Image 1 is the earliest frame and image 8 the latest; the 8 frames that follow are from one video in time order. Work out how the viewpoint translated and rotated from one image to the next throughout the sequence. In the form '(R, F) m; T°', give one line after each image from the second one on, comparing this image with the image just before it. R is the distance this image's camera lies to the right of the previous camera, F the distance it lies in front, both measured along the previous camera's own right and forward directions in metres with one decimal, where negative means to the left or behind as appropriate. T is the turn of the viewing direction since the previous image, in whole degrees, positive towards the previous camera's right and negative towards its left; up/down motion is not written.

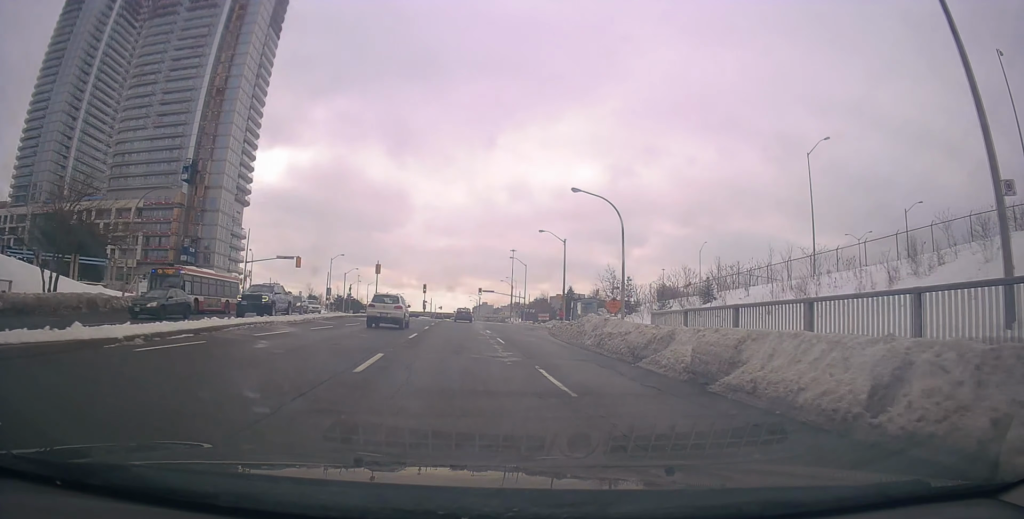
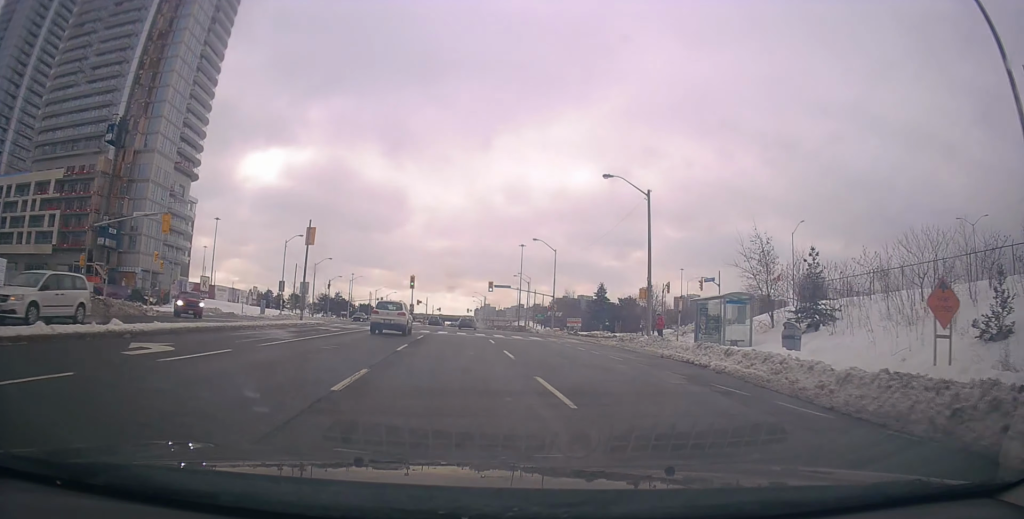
(-0.1, +32.4) m; +1°
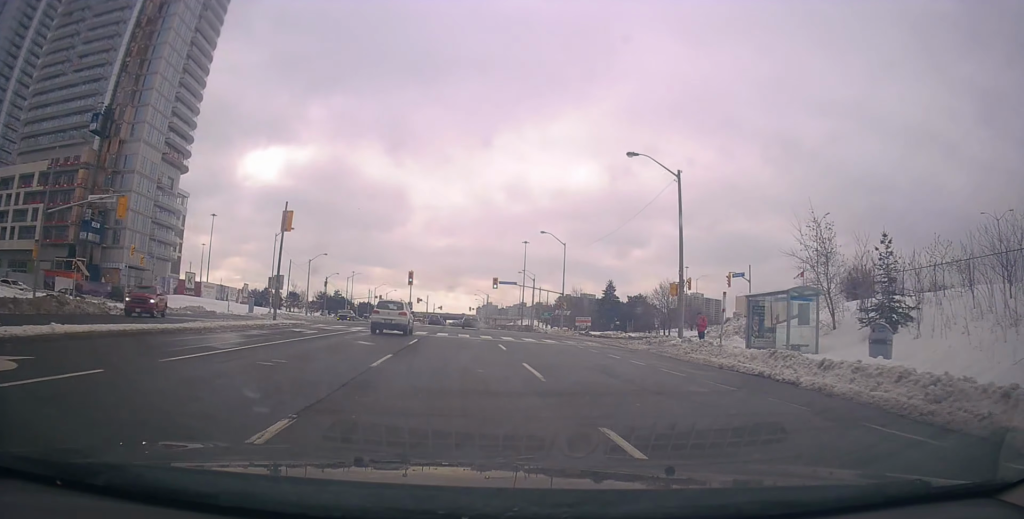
(+0.3, +4.6) m; 0°
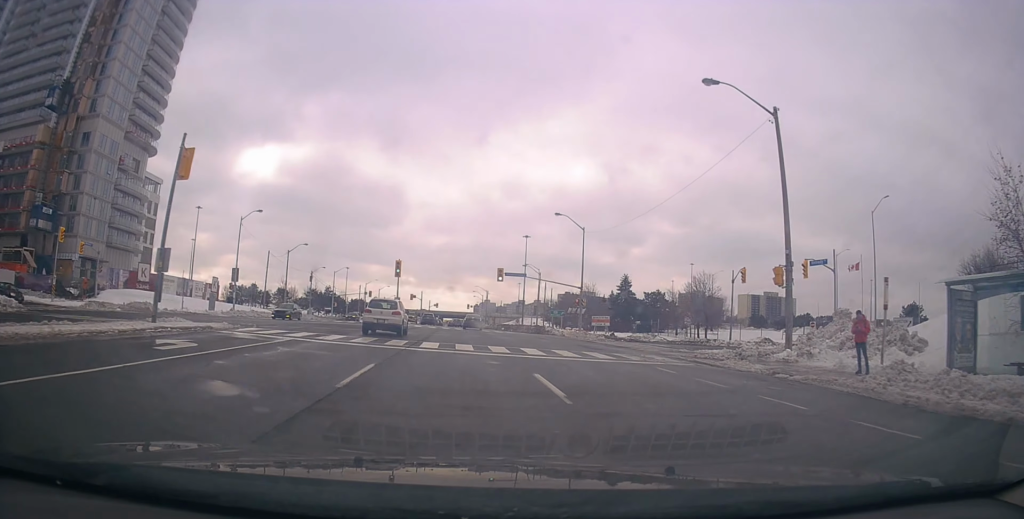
(-0.5, +10.5) m; -2°
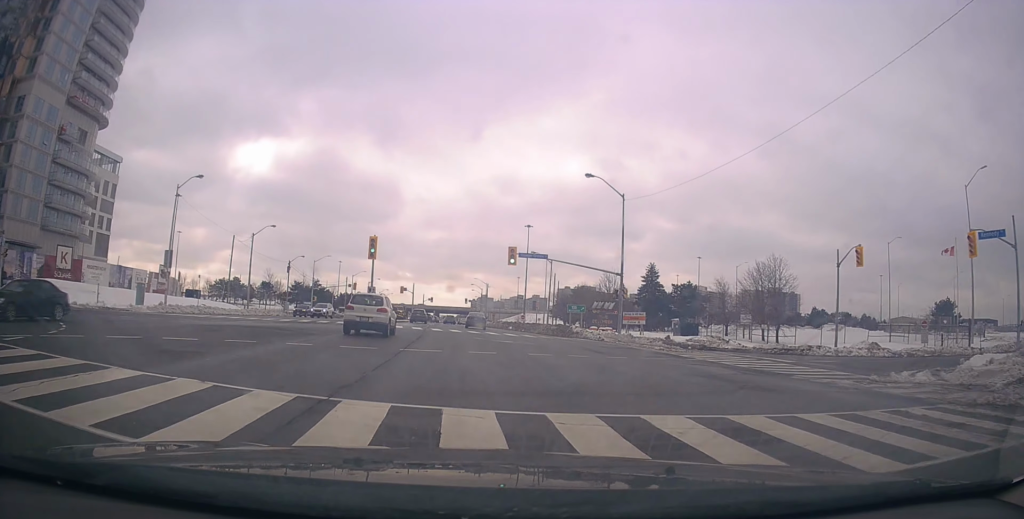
(+0.2, +13.9) m; +2°
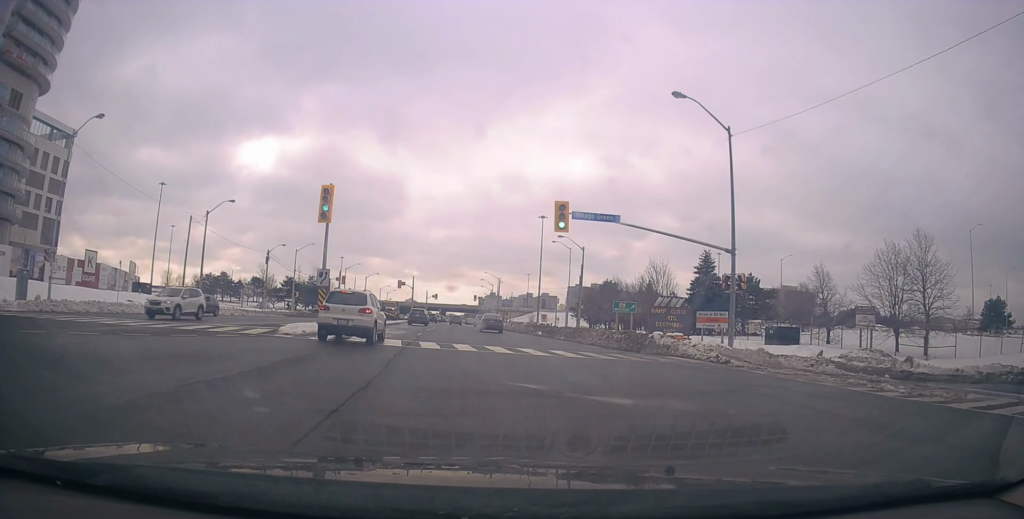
(+0.1, +16.8) m; 0°
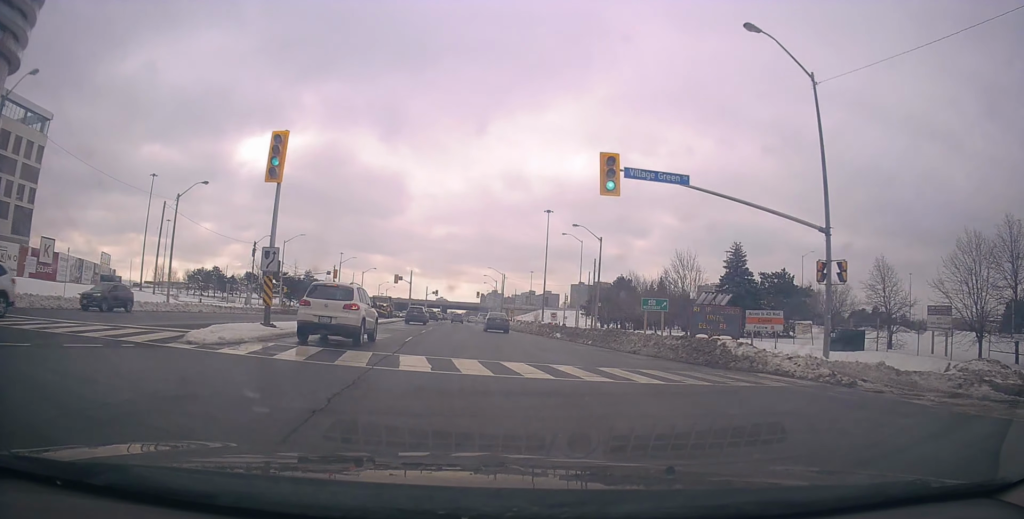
(-0.1, +7.5) m; 0°
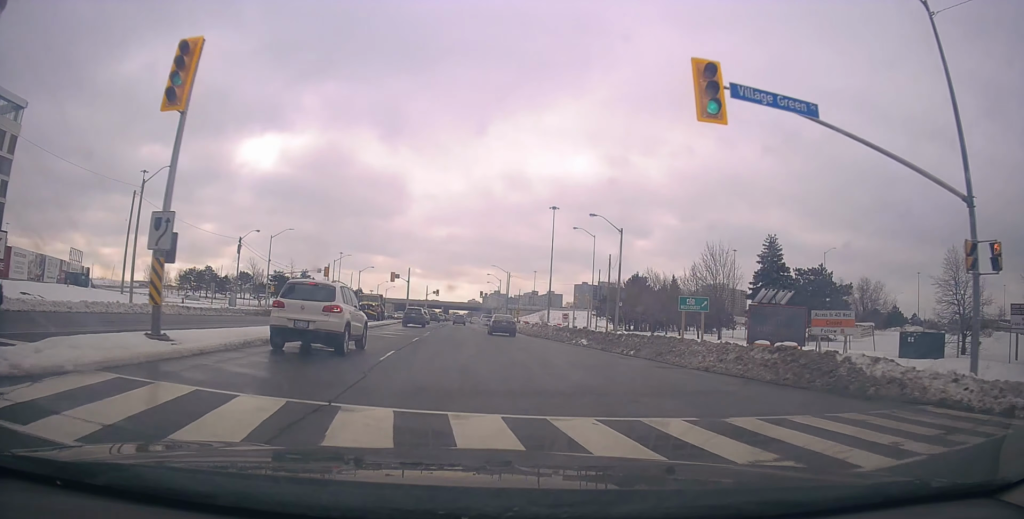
(0.0, +7.1) m; -1°
